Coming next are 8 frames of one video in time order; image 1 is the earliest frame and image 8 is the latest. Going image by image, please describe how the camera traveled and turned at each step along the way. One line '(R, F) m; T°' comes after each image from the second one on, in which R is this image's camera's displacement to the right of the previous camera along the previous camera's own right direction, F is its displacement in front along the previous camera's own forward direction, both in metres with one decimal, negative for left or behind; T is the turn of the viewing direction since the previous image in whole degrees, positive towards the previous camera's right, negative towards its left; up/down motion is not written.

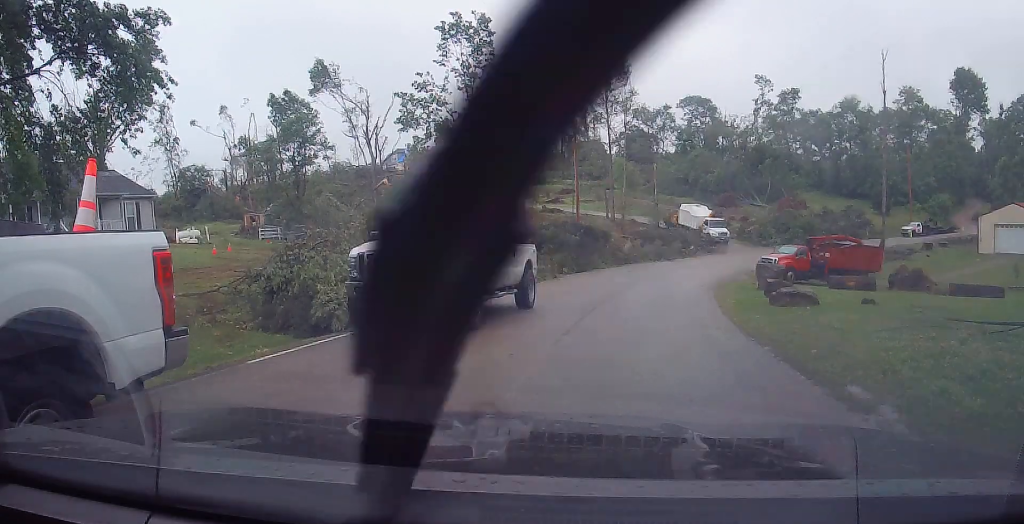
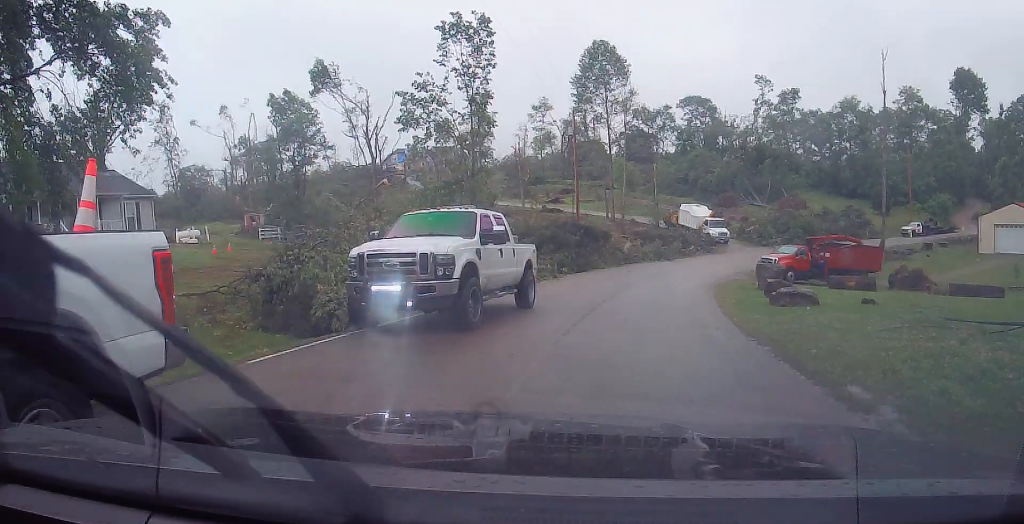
(0.0, 0.0) m; 0°
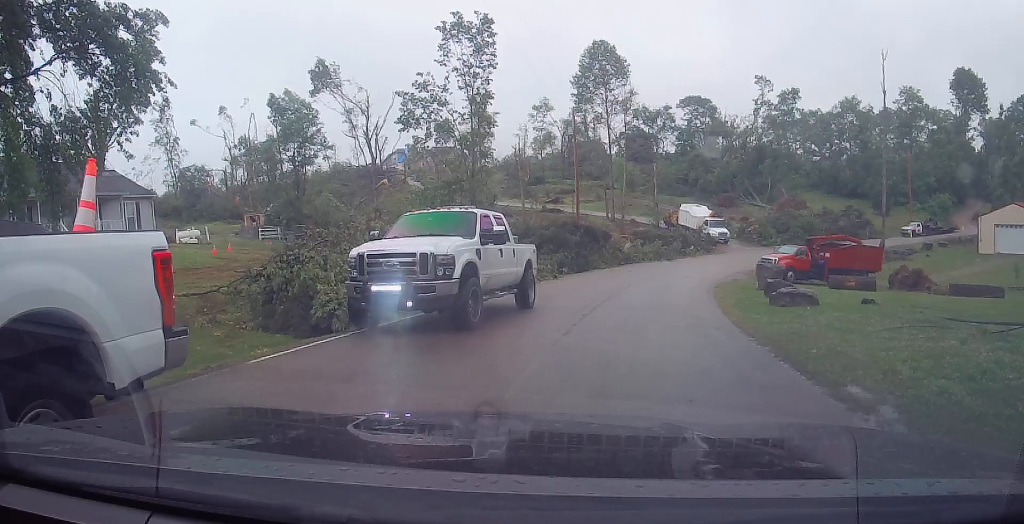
(0.0, 0.0) m; 0°
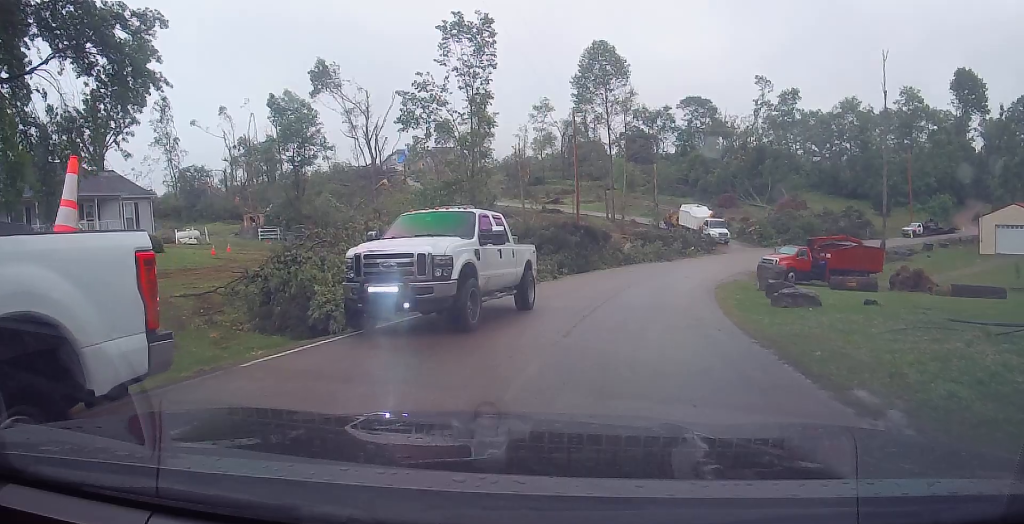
(0.0, 0.0) m; 0°
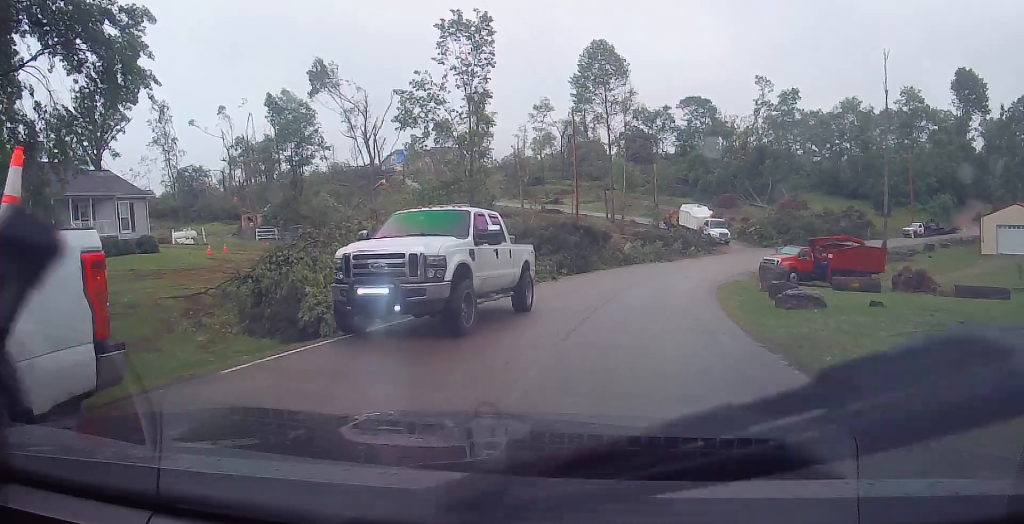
(0.0, 0.0) m; 0°
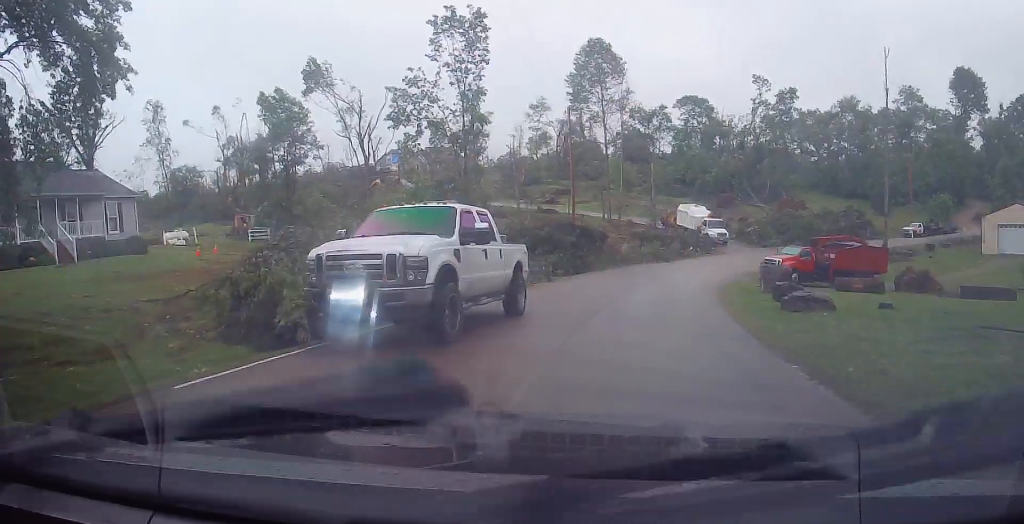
(-0.2, +0.4) m; -5°
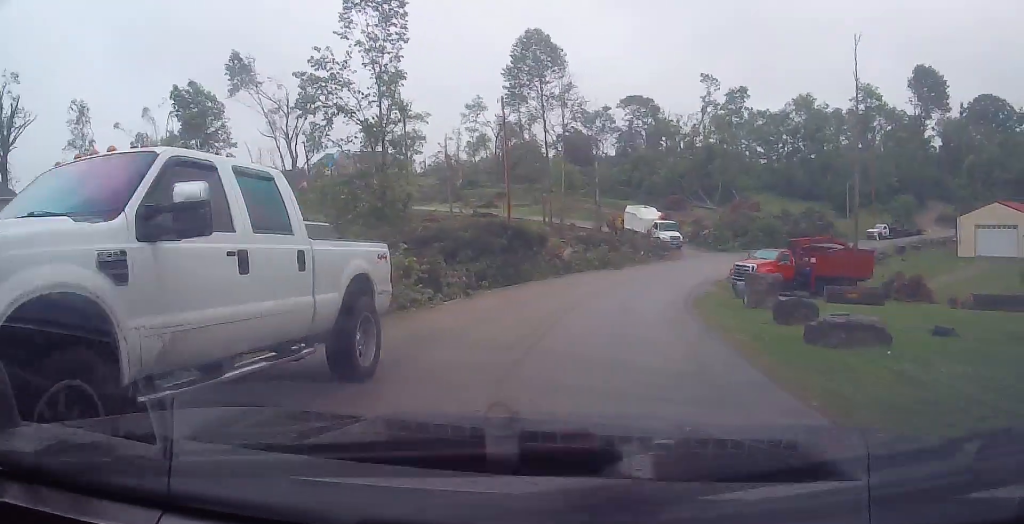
(+0.3, +4.3) m; +5°
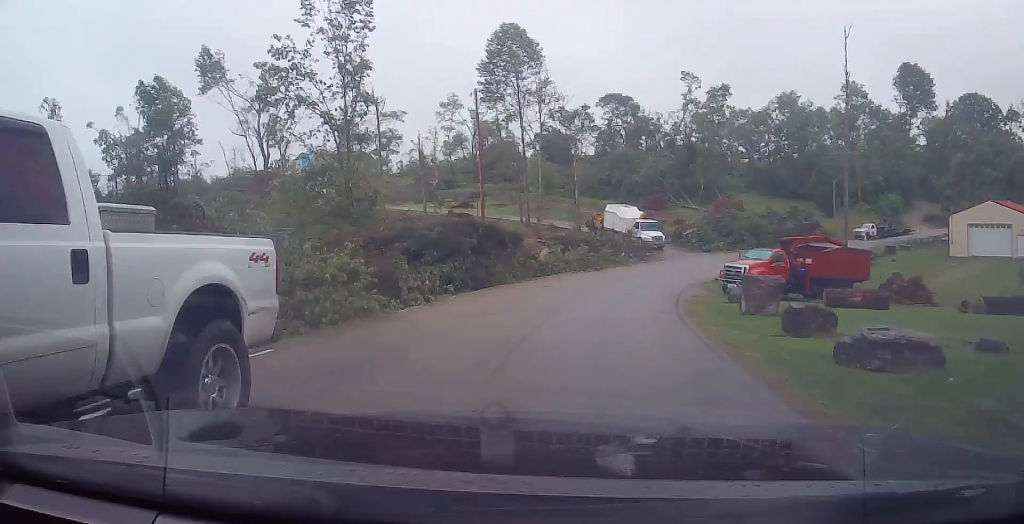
(+0.3, +1.8) m; -4°
